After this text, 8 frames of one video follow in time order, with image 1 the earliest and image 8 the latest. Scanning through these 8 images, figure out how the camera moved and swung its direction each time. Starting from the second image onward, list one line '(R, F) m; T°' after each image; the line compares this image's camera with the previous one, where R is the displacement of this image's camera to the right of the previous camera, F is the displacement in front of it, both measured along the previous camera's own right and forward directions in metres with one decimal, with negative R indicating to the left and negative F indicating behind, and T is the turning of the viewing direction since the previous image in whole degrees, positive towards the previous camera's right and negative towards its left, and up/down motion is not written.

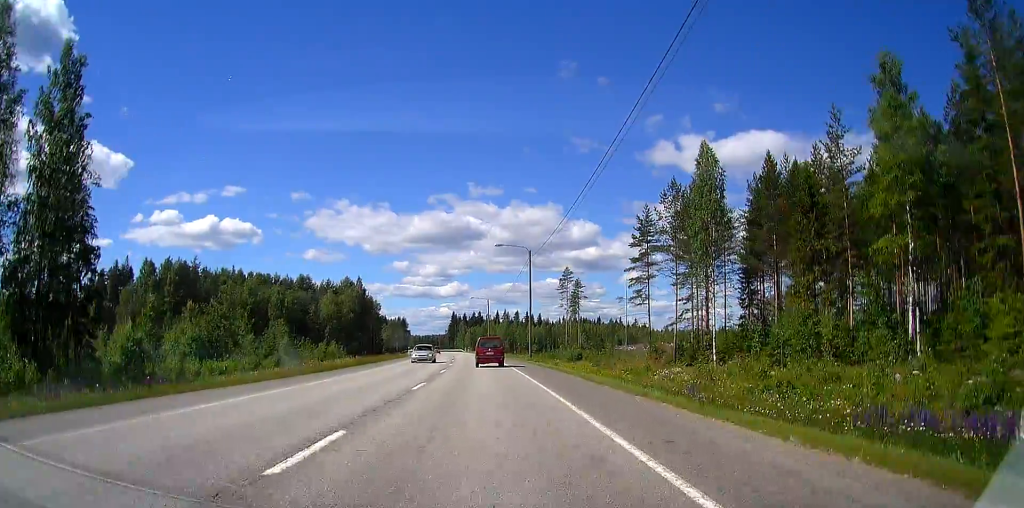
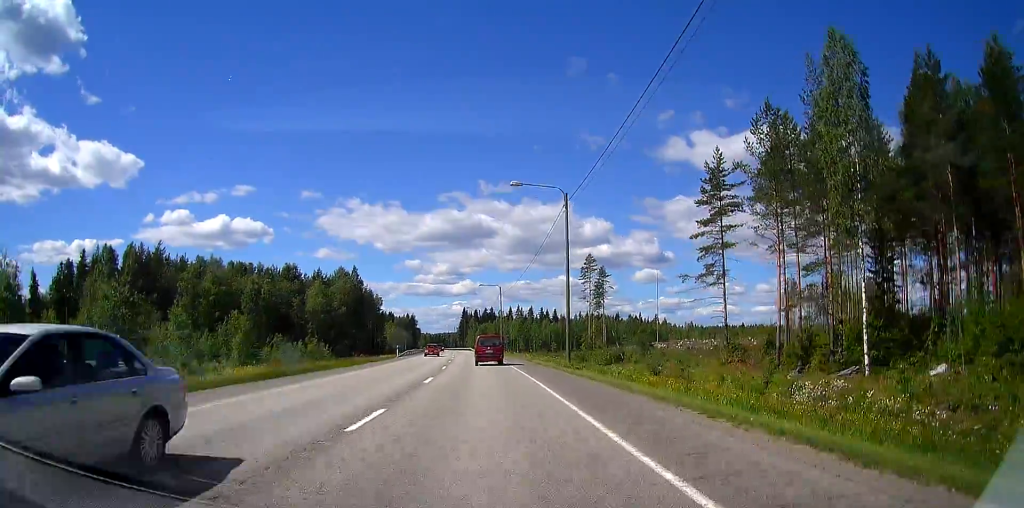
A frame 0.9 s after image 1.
(-0.4, +20.1) m; -2°
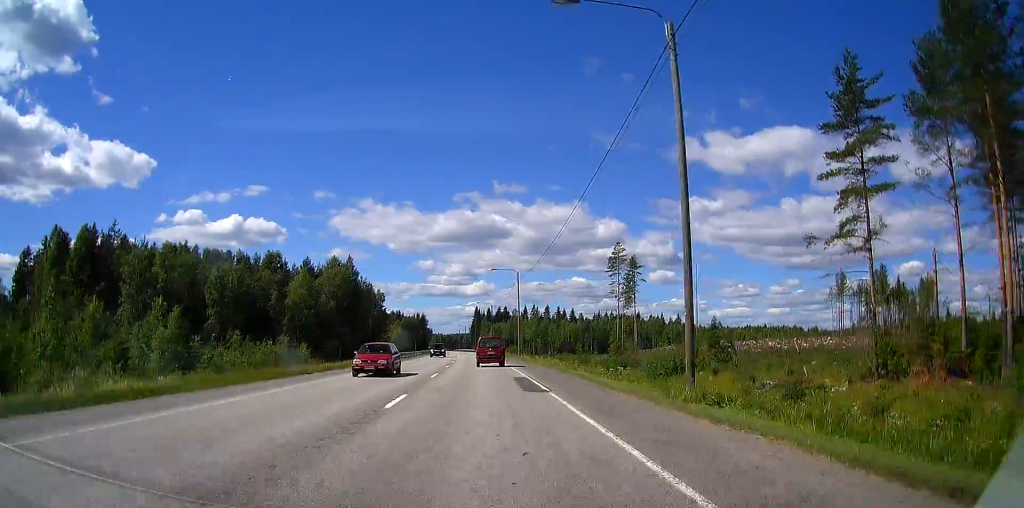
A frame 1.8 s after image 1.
(-0.3, +19.0) m; -1°
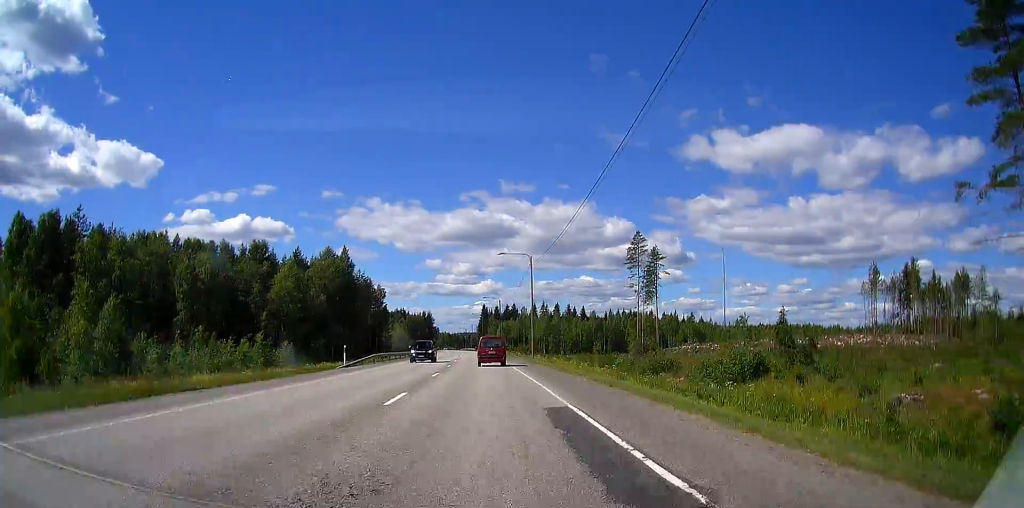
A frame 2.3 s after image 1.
(0.0, +11.0) m; 0°
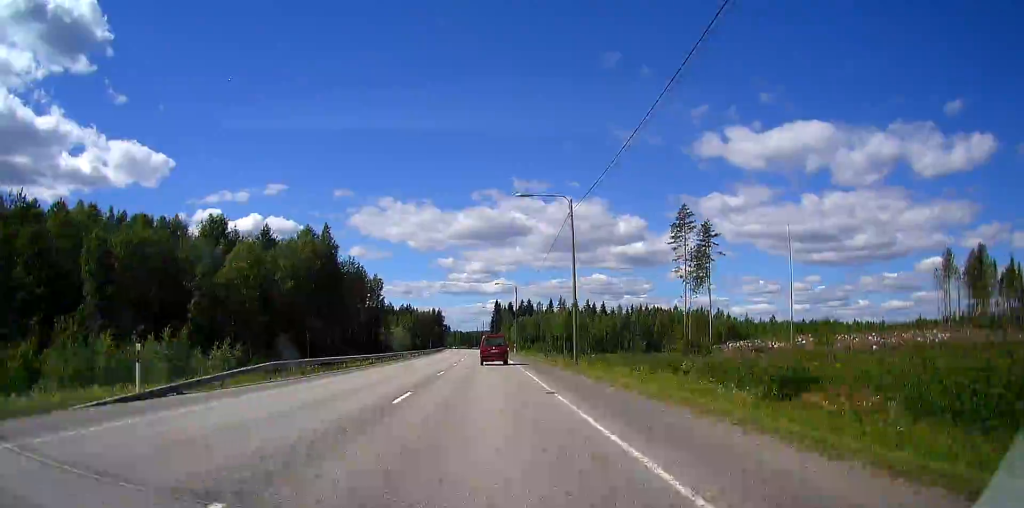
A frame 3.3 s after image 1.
(0.0, +20.9) m; -1°
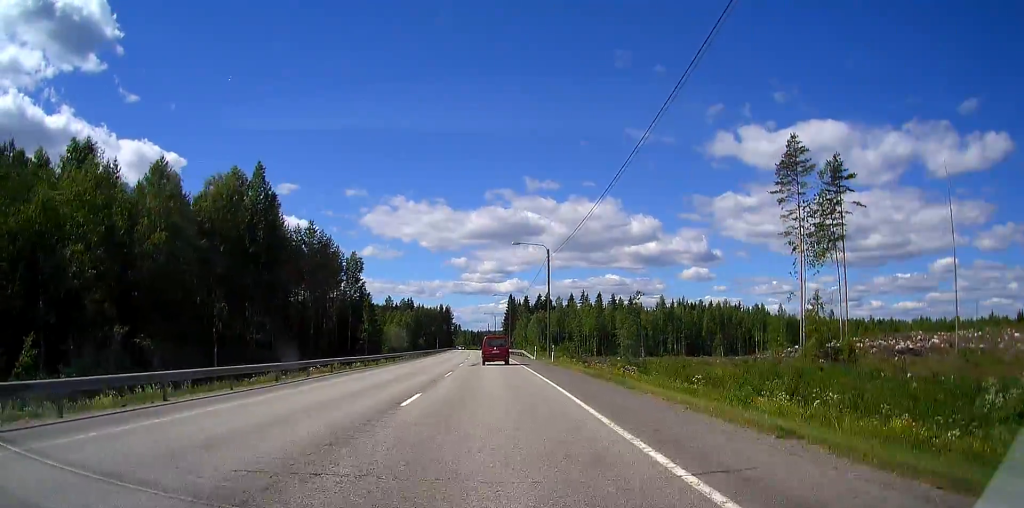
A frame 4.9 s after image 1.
(-0.5, +29.8) m; -2°
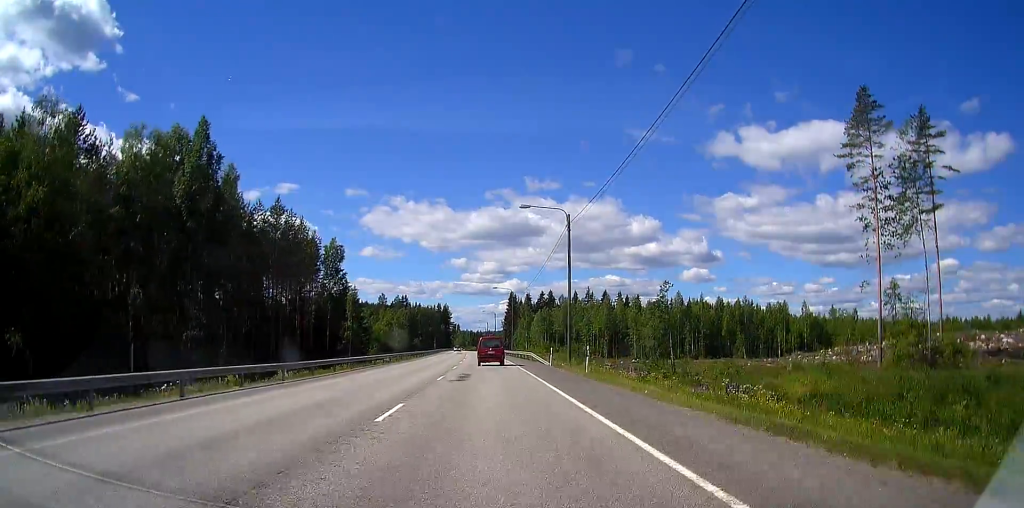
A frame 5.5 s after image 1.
(0.0, +12.1) m; 0°
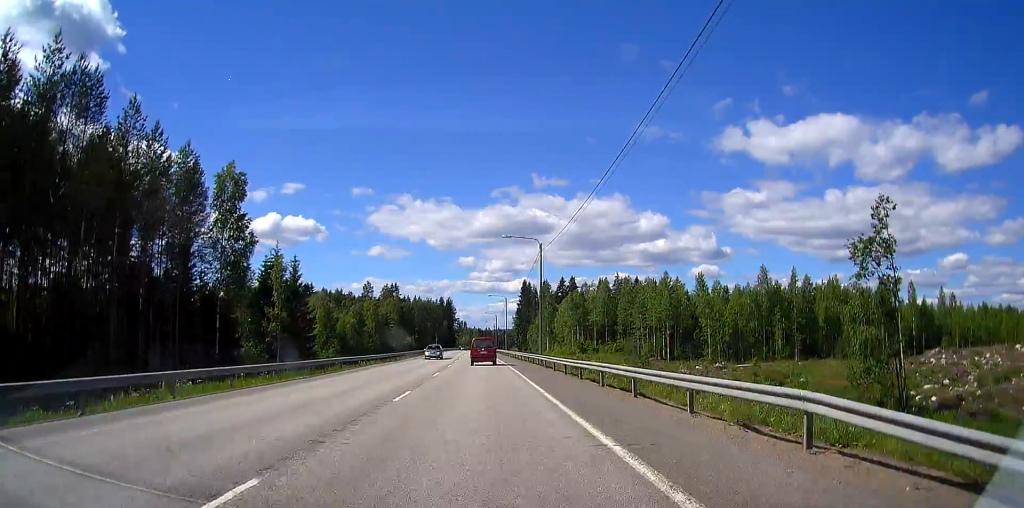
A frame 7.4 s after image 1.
(-0.2, +40.2) m; -1°
